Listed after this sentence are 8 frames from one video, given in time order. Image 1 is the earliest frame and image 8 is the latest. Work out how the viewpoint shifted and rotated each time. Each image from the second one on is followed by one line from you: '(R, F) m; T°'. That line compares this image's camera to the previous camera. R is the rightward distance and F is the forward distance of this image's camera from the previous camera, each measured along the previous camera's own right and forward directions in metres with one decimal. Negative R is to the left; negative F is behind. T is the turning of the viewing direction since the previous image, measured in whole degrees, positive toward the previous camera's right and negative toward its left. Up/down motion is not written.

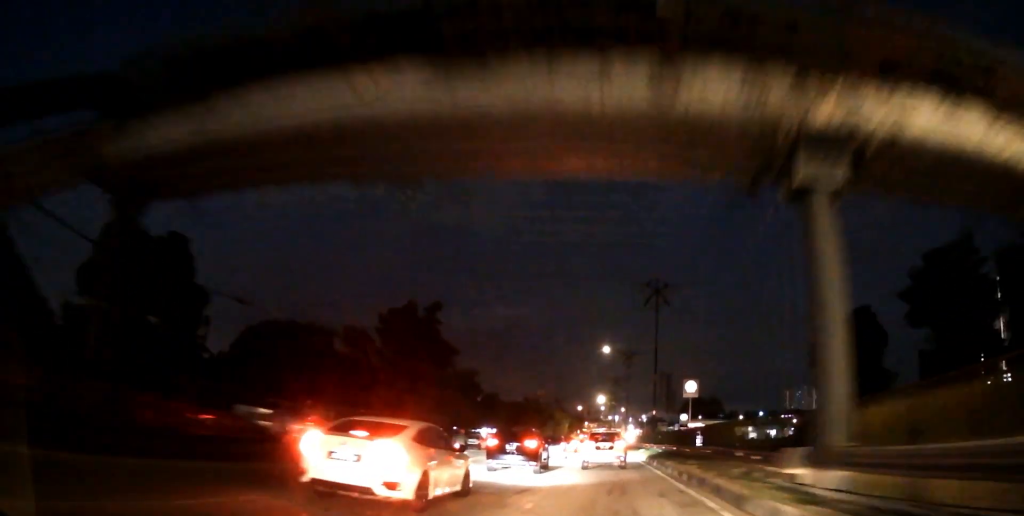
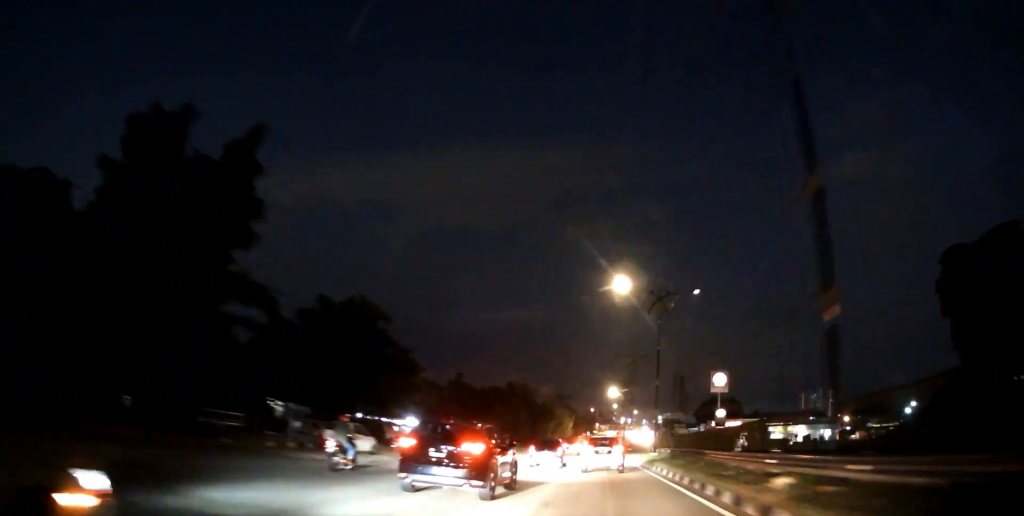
(-0.1, +29.3) m; -1°
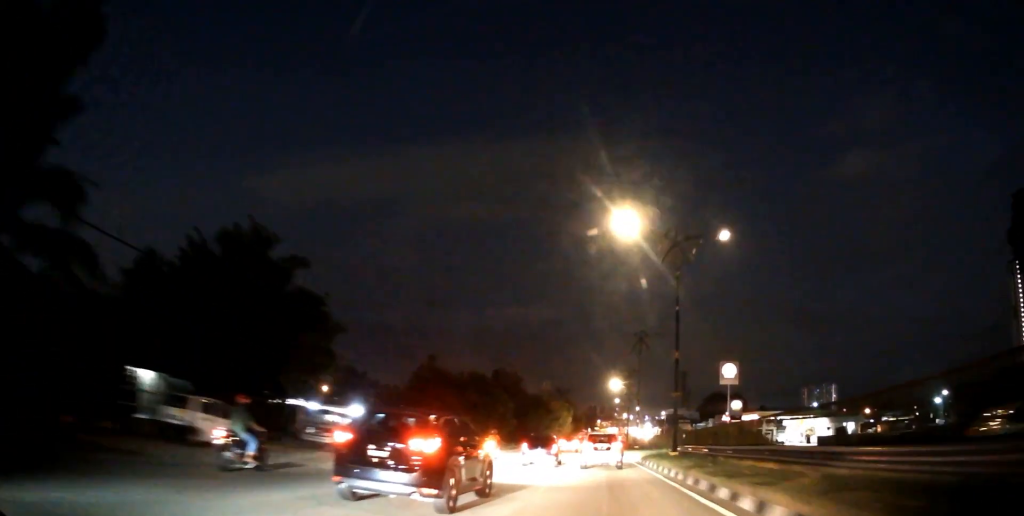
(0.0, +11.5) m; 0°
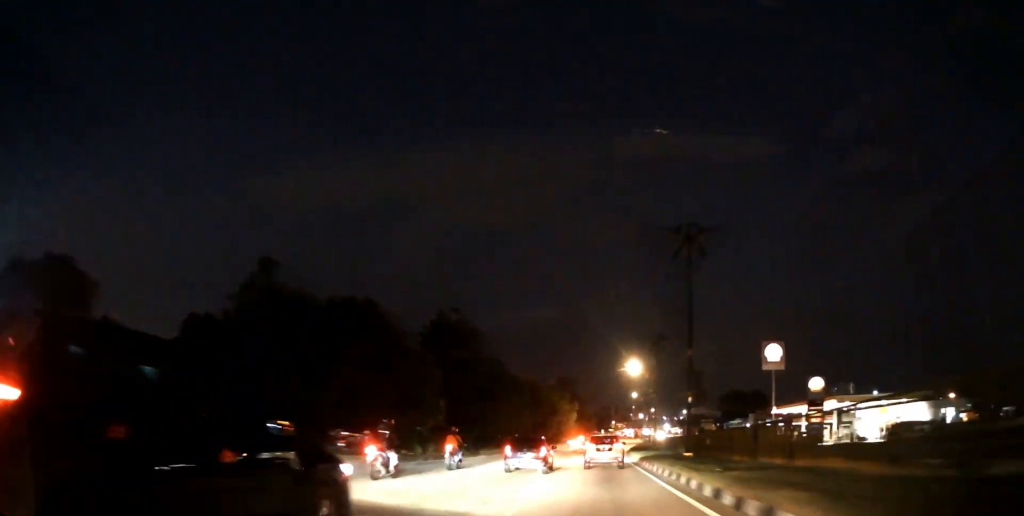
(-0.4, +29.9) m; -2°
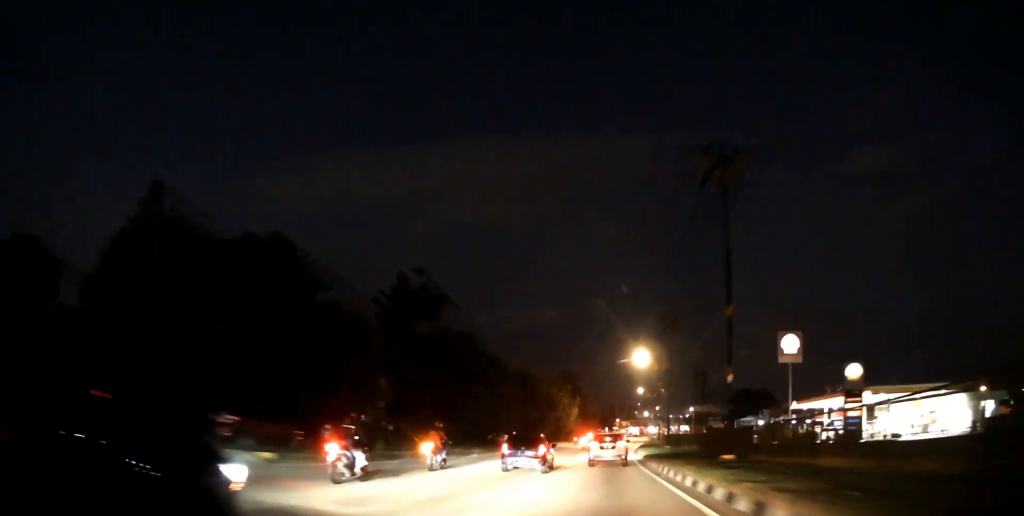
(0.0, +8.6) m; 0°
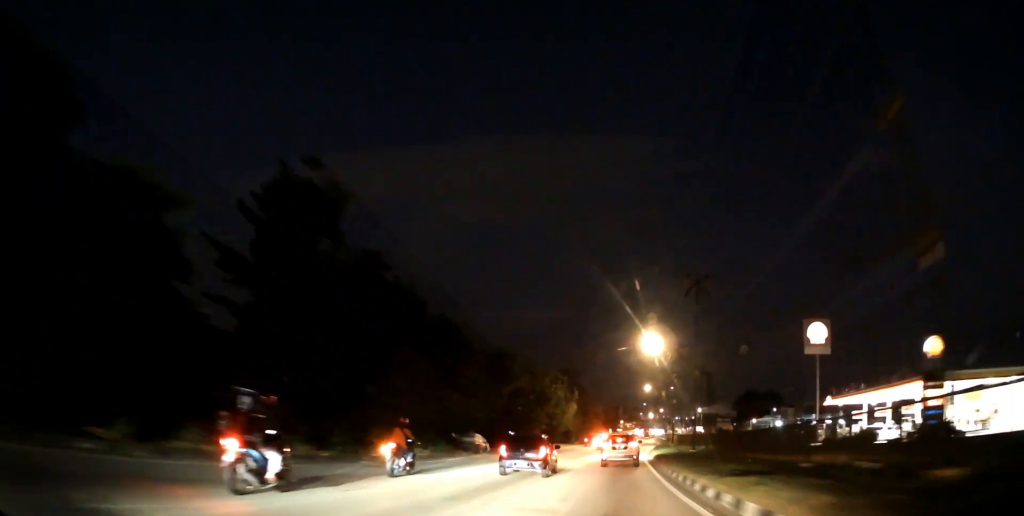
(-0.1, +13.1) m; 0°
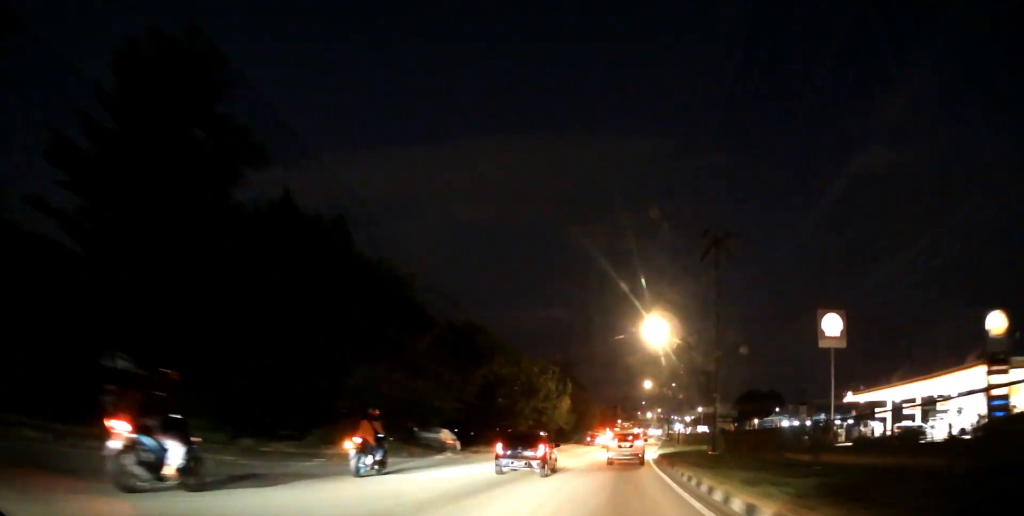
(0.0, +8.2) m; 0°
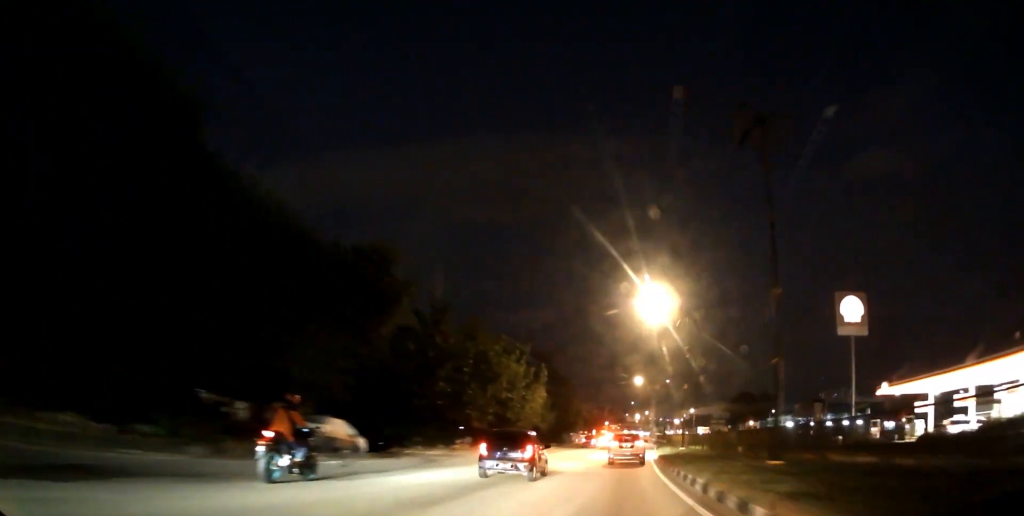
(0.0, +12.5) m; +1°
